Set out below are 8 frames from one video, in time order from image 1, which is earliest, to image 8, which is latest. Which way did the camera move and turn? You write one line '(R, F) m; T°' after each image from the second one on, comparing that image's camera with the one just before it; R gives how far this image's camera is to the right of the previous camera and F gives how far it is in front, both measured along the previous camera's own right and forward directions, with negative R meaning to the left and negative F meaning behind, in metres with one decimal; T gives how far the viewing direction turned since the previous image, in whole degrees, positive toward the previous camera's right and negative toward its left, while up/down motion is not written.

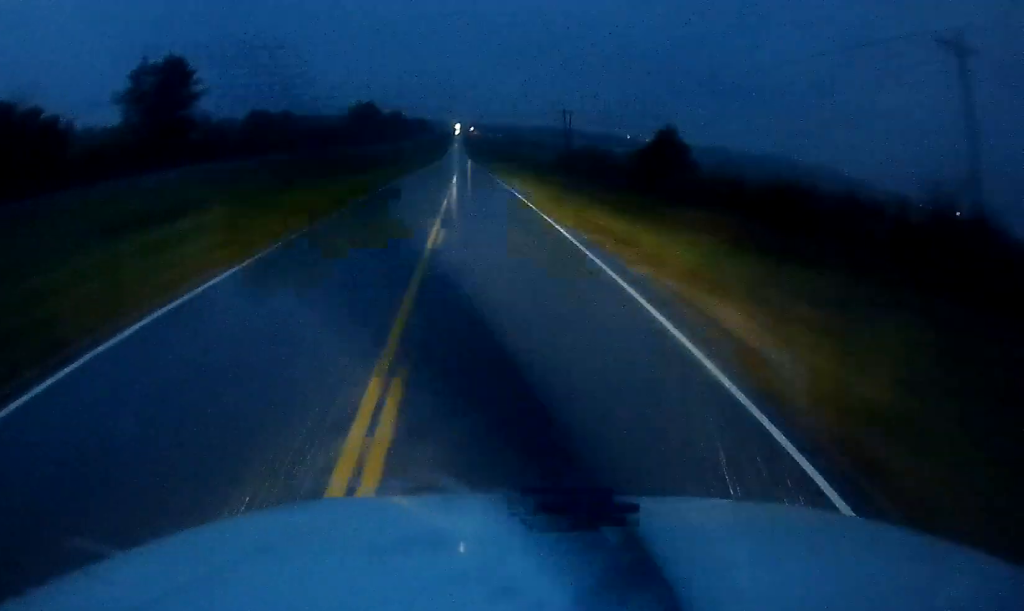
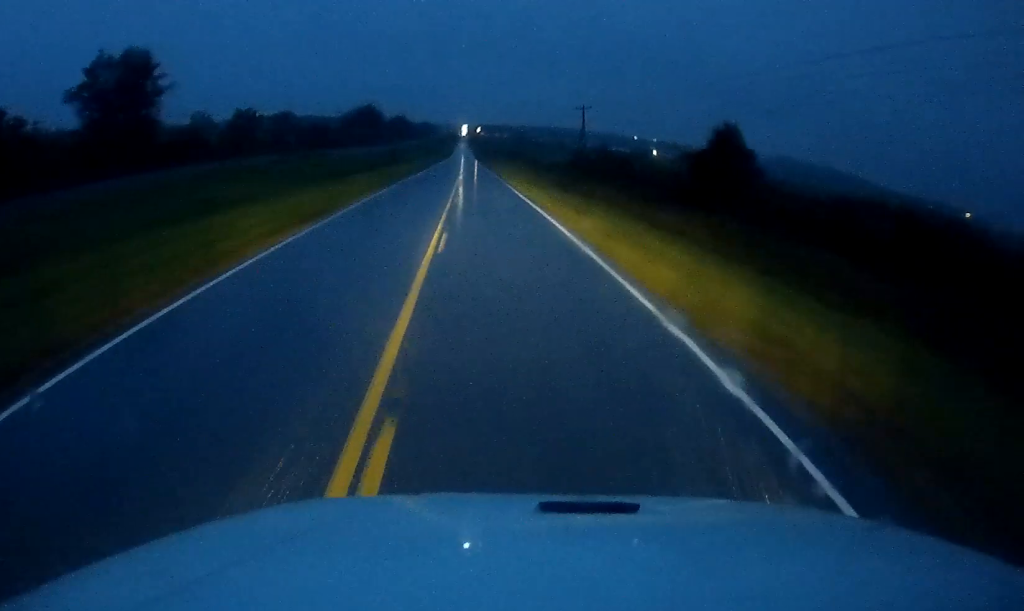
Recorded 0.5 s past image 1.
(-0.1, +13.1) m; 0°
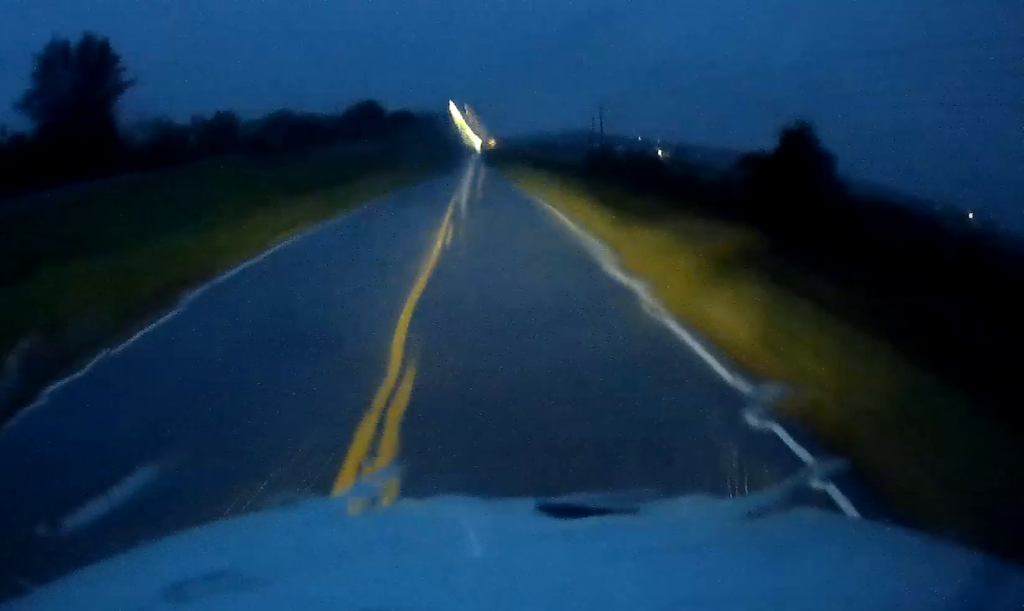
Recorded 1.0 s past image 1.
(0.0, +10.7) m; 0°
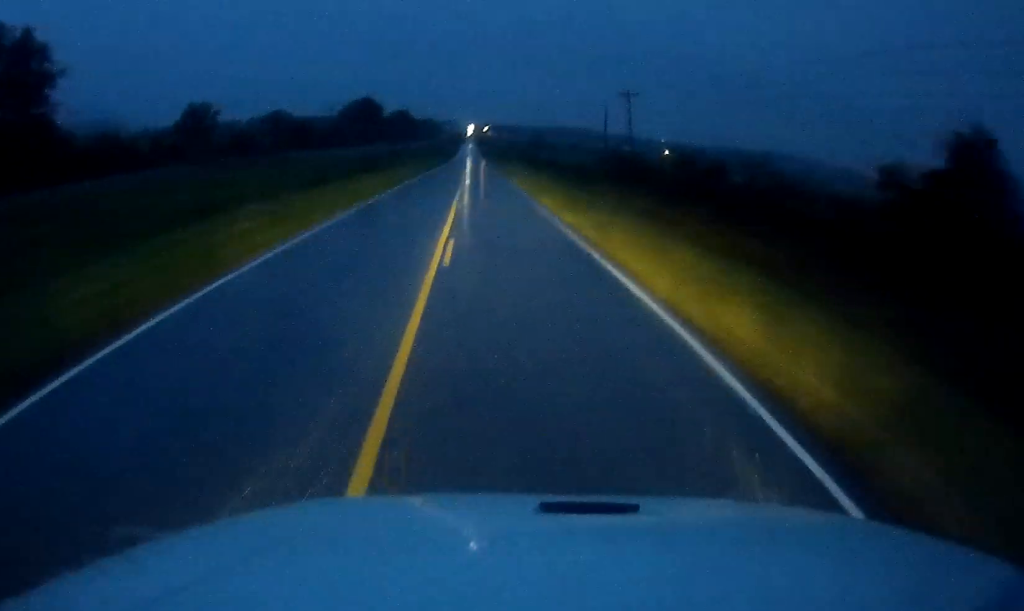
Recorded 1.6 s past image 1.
(0.0, +14.8) m; 0°
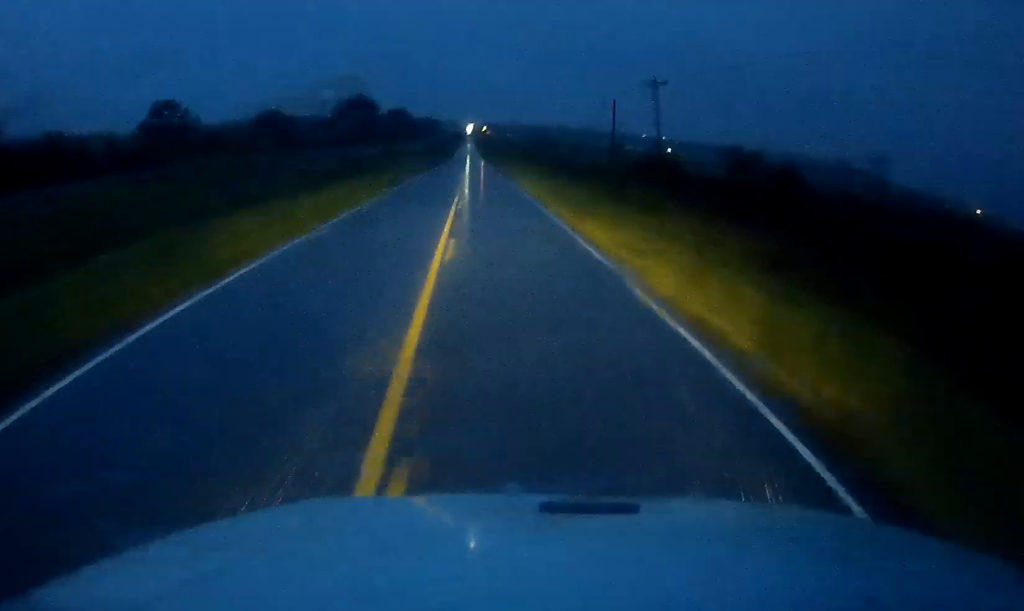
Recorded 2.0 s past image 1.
(-0.1, +11.7) m; -1°
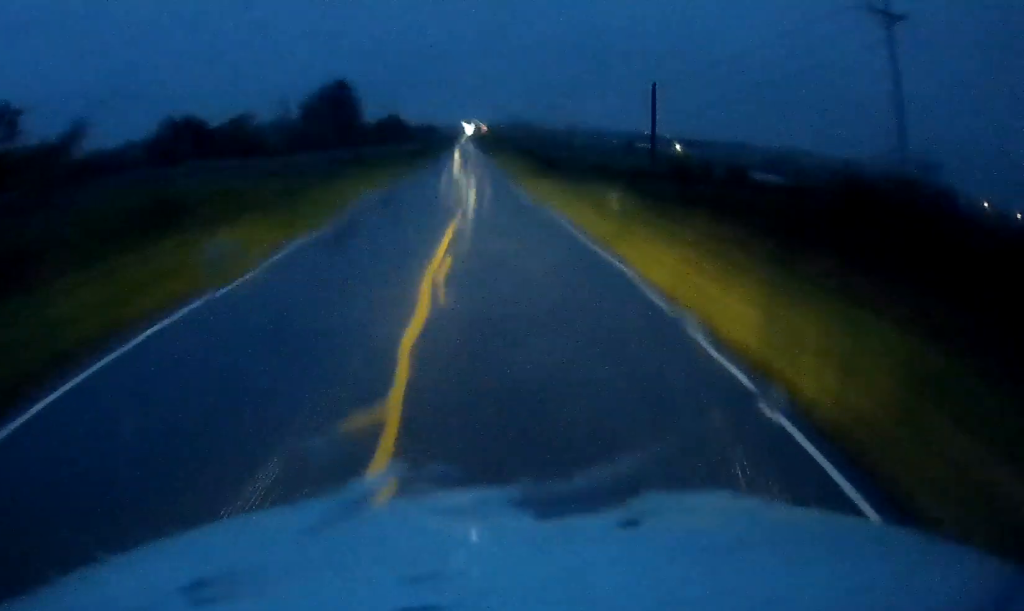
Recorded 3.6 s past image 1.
(-0.5, +39.4) m; 0°
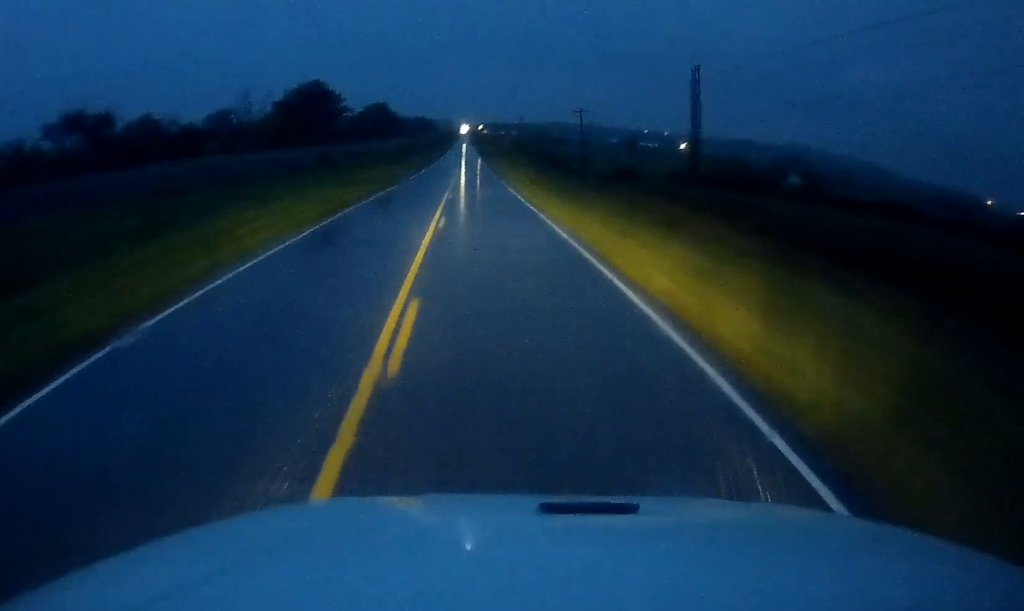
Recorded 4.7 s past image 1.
(+0.4, +27.8) m; 0°
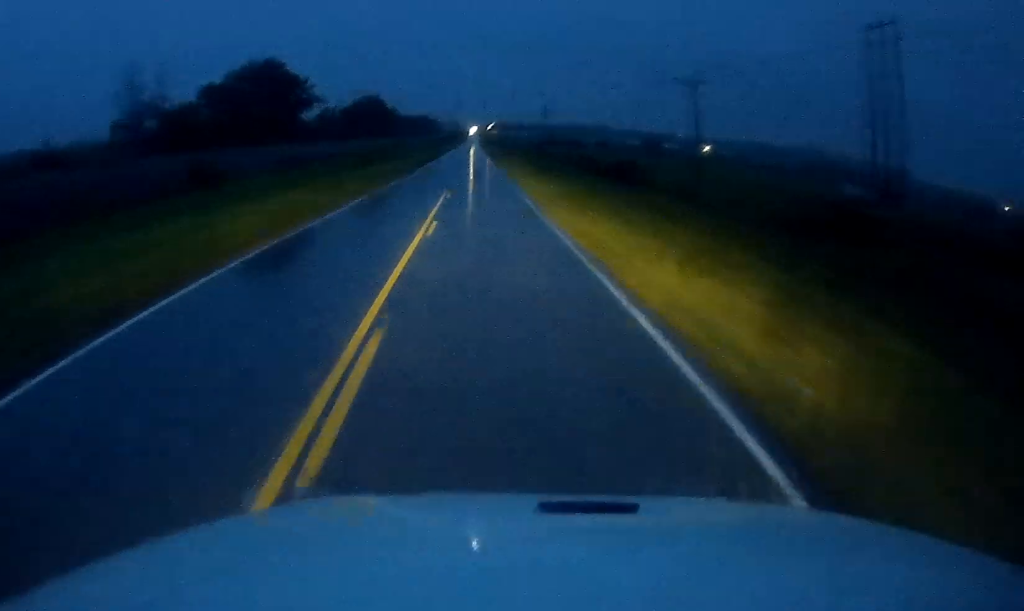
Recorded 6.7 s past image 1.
(0.0, +50.6) m; 0°
